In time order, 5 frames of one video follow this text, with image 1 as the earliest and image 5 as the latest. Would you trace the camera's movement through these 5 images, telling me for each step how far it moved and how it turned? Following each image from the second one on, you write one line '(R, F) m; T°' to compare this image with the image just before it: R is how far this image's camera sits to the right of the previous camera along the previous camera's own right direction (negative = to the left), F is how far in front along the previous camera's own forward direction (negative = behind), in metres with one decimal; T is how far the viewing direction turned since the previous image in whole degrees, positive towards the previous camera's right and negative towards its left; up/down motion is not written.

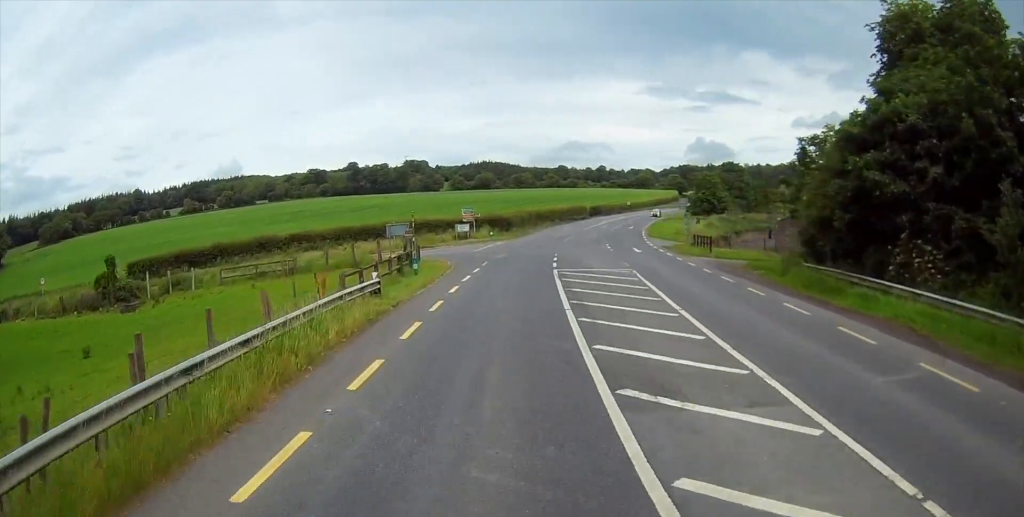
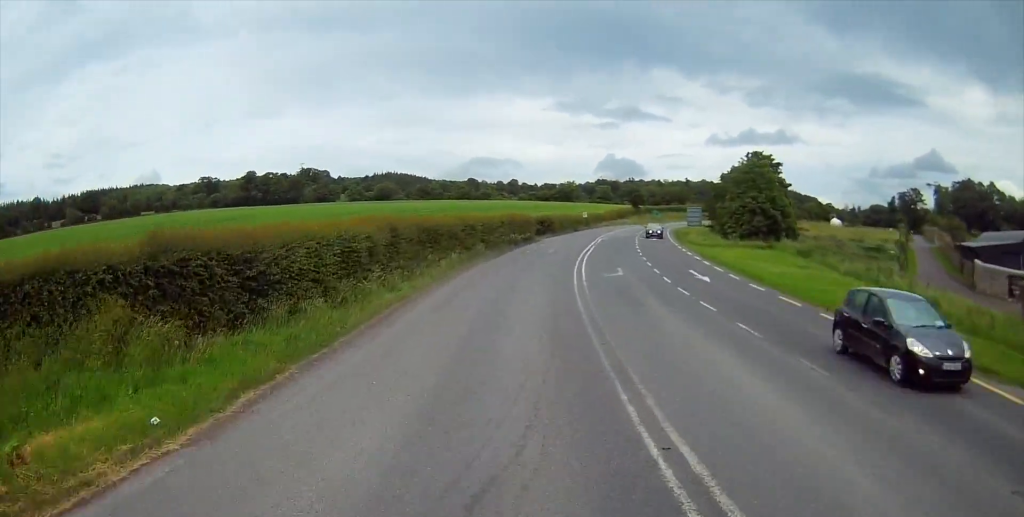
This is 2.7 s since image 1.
(+2.6, +58.3) m; +7°
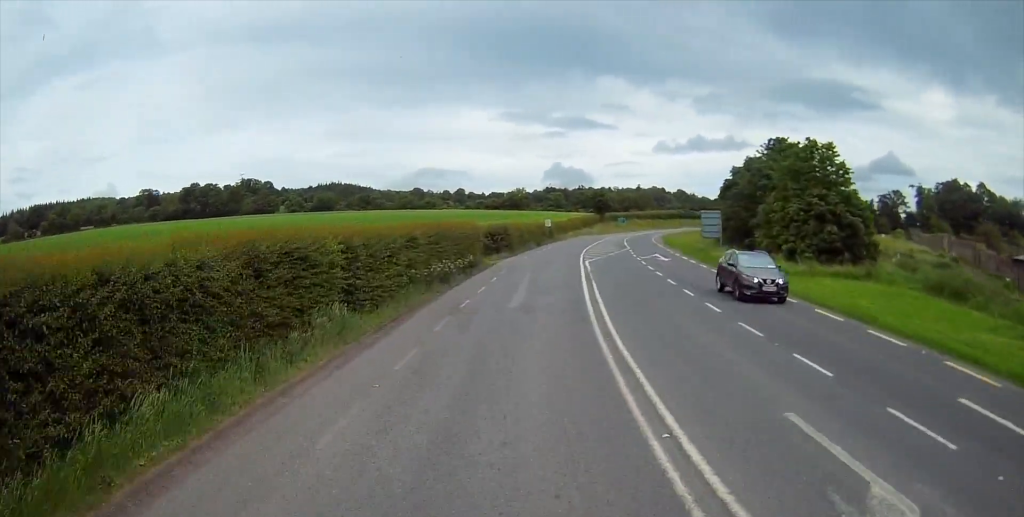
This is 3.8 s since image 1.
(+0.9, +24.0) m; +4°
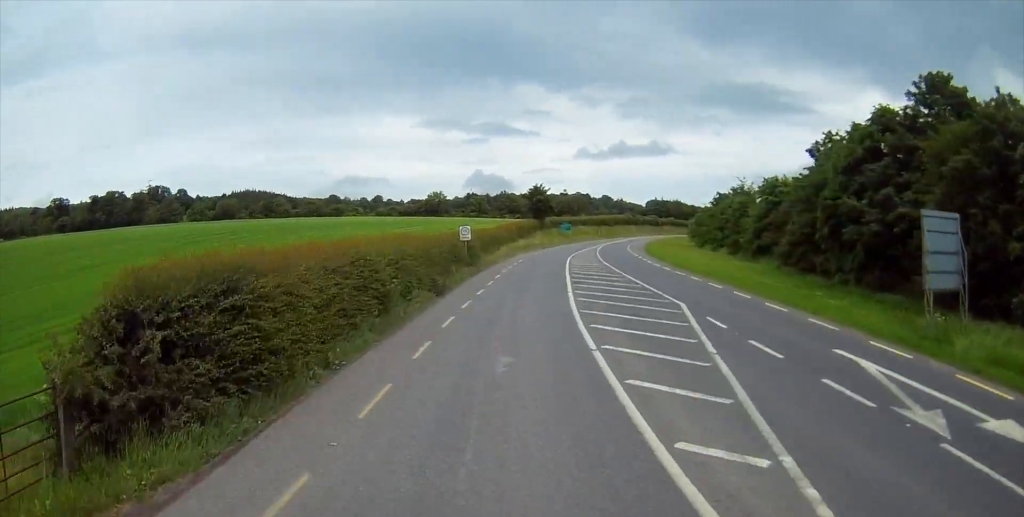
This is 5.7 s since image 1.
(+2.9, +38.0) m; +8°
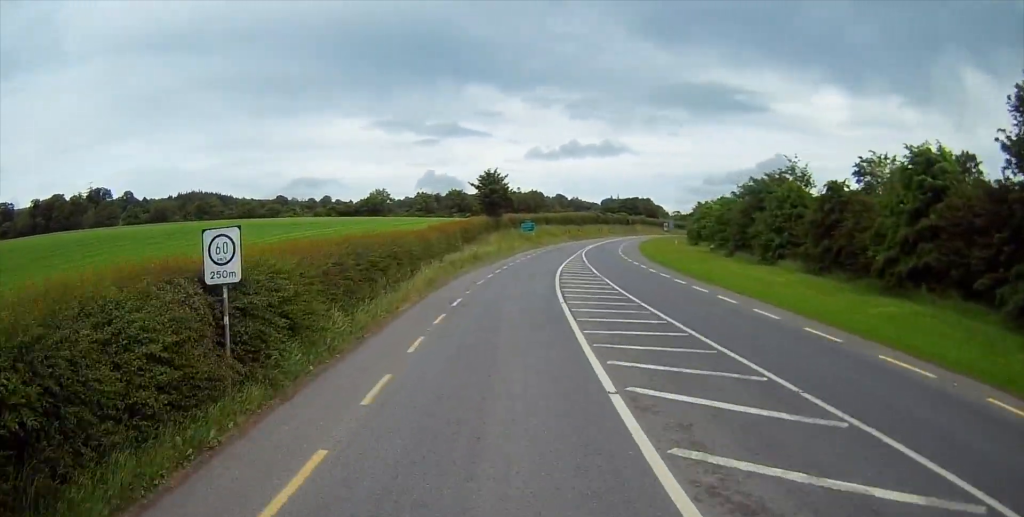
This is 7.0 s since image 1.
(+0.6, +27.1) m; +3°
